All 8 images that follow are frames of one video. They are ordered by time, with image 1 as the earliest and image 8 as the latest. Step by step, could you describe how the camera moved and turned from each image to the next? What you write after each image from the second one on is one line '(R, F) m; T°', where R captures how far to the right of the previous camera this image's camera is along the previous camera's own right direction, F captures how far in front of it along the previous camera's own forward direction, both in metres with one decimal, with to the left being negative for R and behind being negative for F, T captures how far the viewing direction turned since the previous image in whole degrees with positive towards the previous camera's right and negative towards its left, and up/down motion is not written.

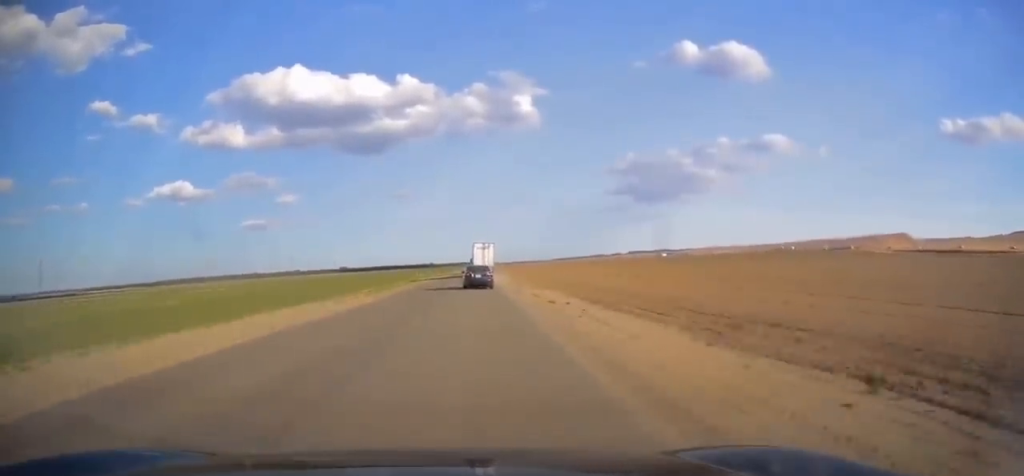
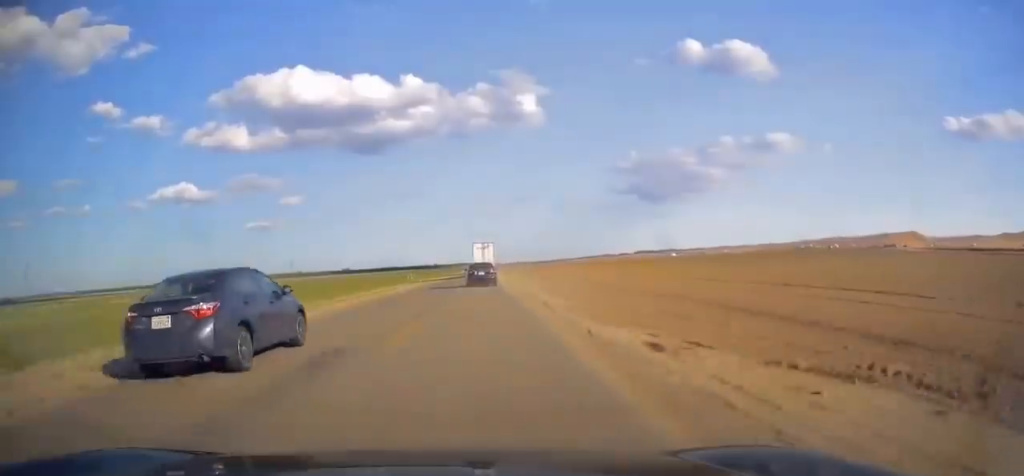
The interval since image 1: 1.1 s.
(-0.4, +30.6) m; -1°
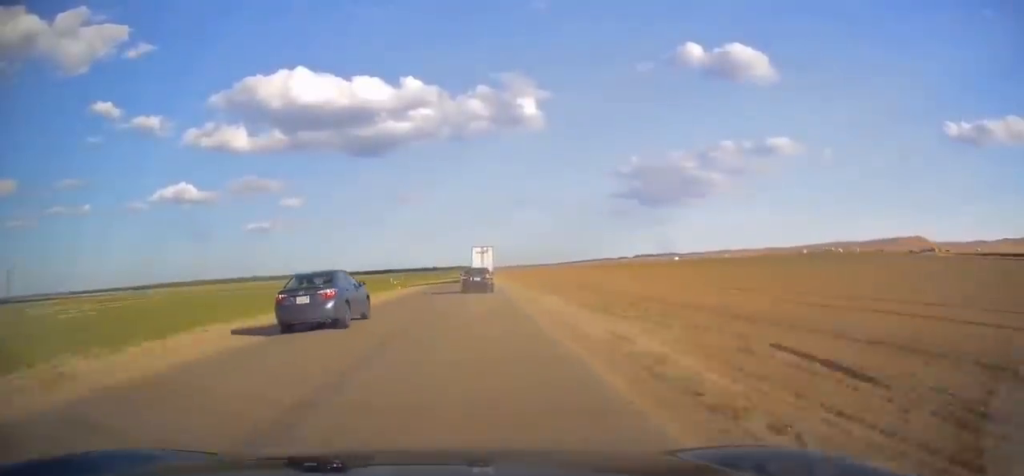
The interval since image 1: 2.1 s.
(-0.2, +27.0) m; 0°
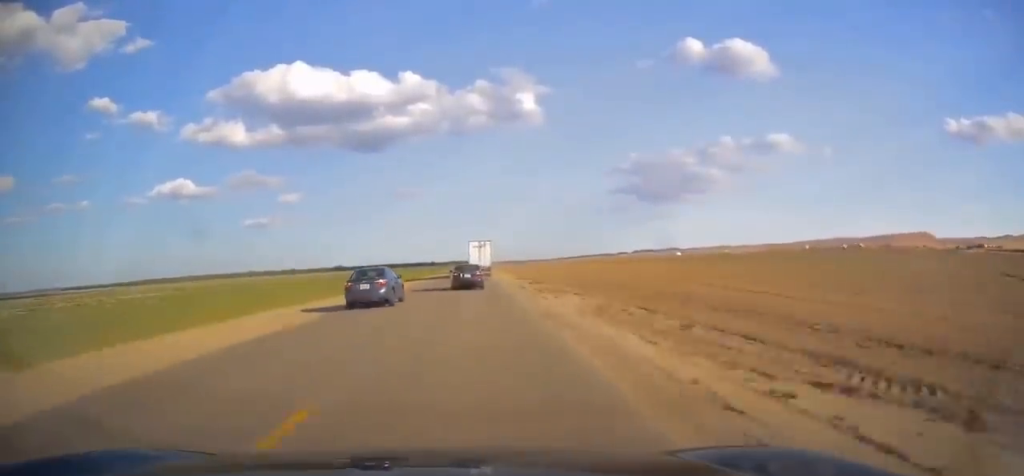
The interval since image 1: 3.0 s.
(+0.2, +26.9) m; 0°
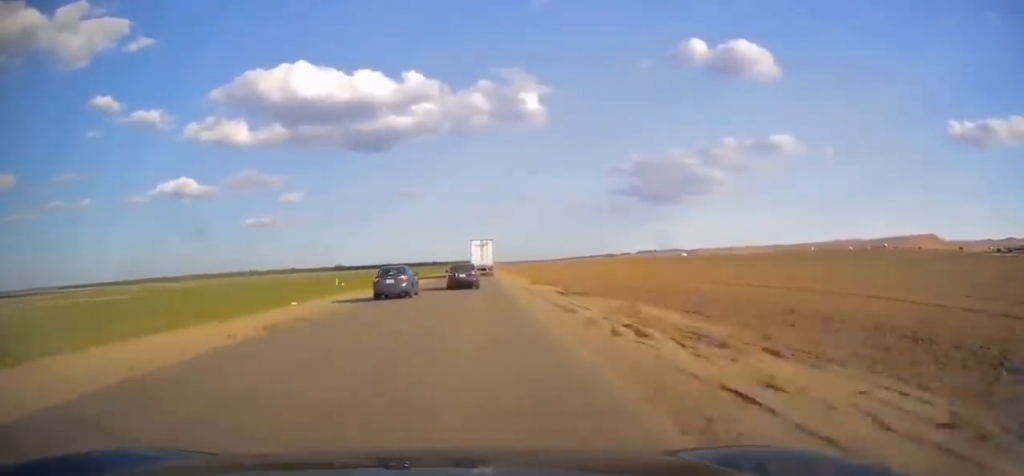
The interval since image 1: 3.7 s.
(0.0, +17.6) m; 0°
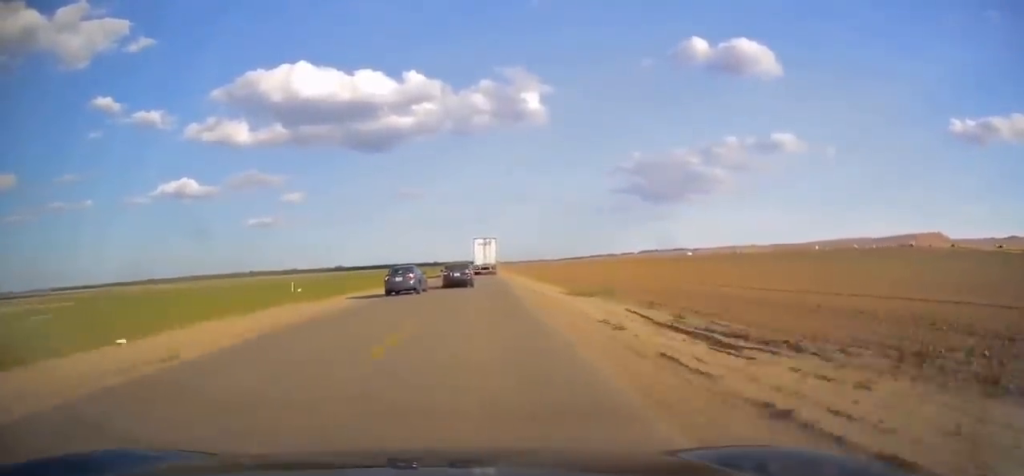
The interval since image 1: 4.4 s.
(-0.4, +19.5) m; 0°
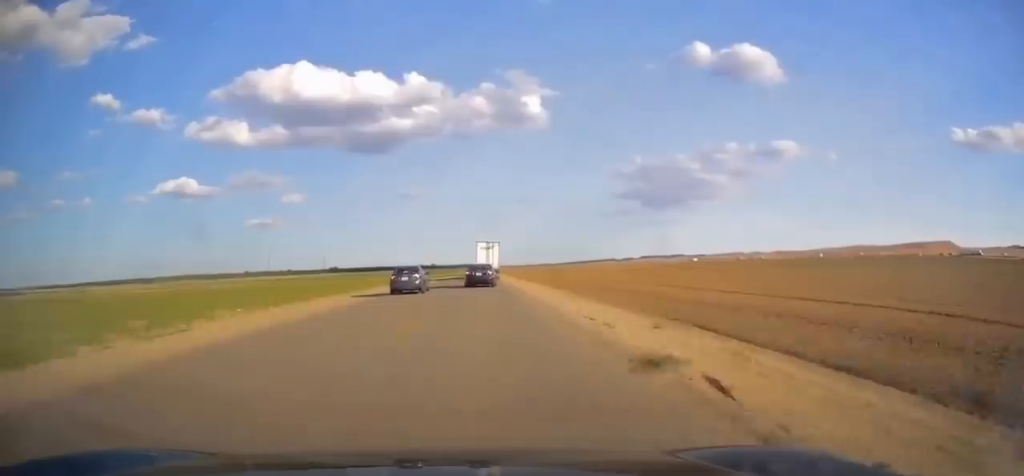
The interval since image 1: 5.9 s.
(+0.4, +41.7) m; 0°
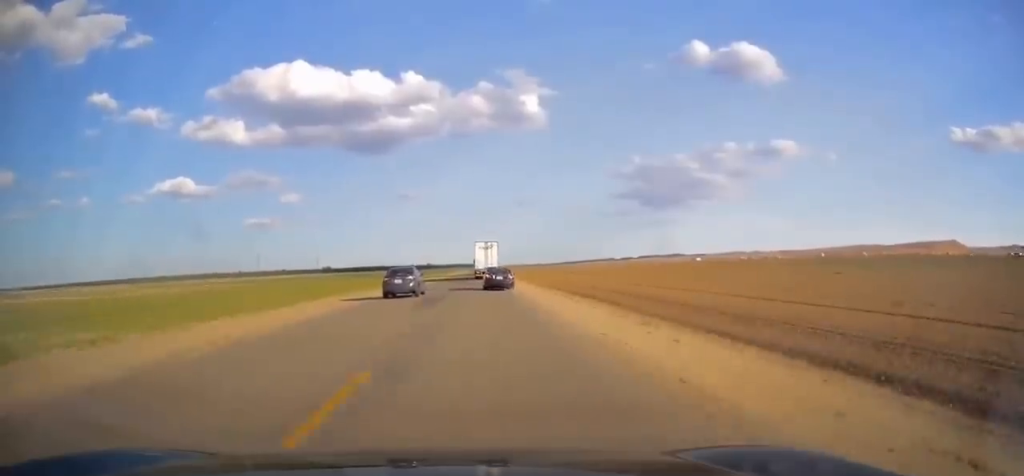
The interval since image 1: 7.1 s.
(0.0, +35.1) m; 0°
